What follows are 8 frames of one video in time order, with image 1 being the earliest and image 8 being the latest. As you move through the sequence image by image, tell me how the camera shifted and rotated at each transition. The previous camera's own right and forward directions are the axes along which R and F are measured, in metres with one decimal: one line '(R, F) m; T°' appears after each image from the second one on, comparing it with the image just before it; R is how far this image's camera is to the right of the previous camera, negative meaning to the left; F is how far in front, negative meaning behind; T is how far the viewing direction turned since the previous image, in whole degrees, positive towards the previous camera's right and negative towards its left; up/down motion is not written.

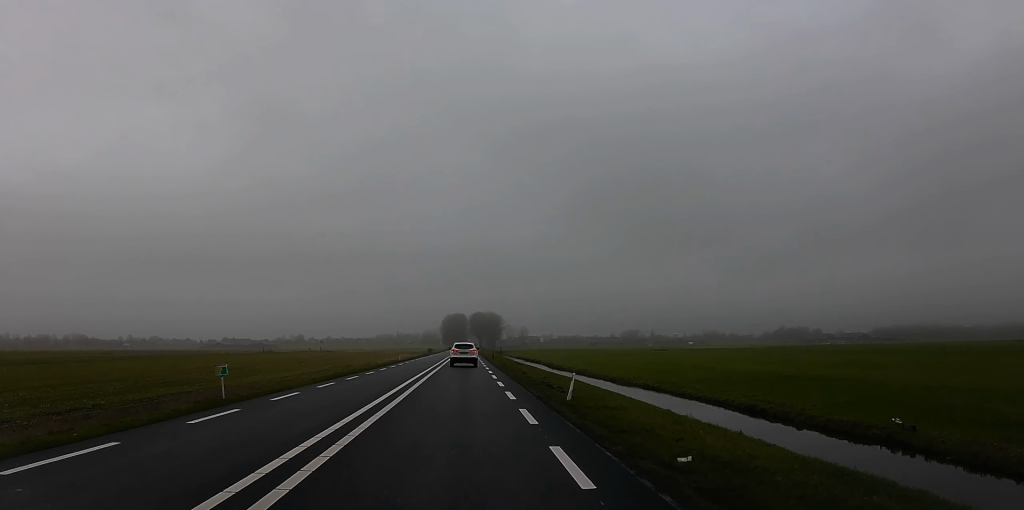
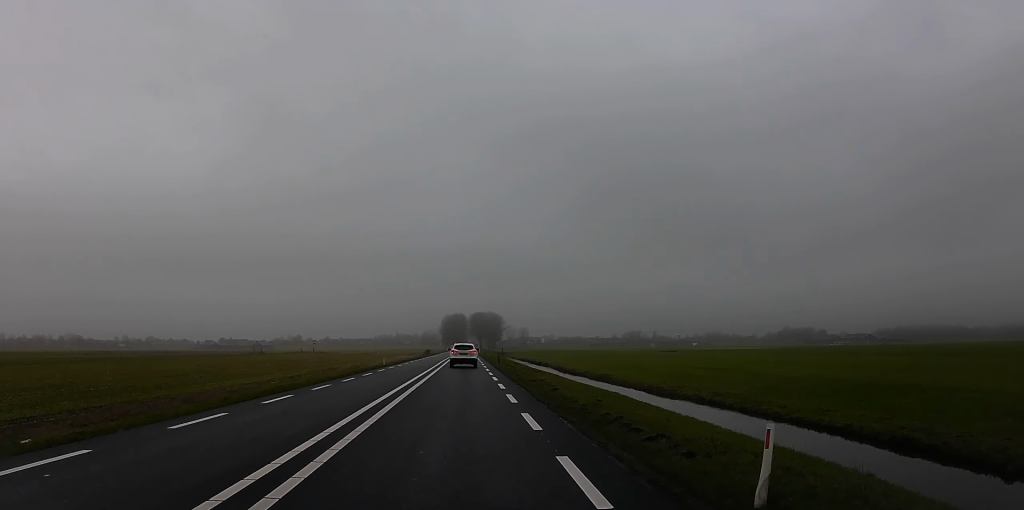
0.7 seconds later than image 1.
(0.0, +13.1) m; 0°
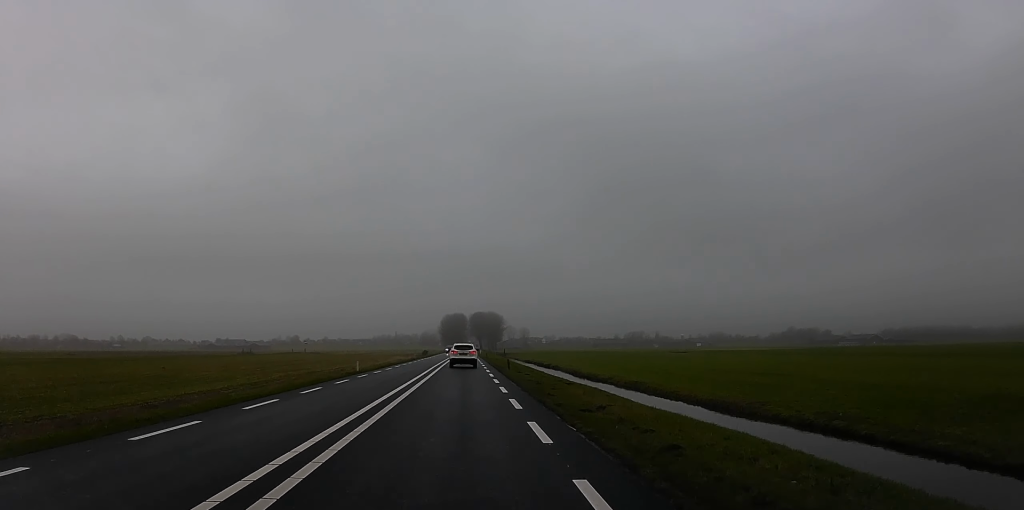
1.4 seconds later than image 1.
(0.0, +13.2) m; 0°
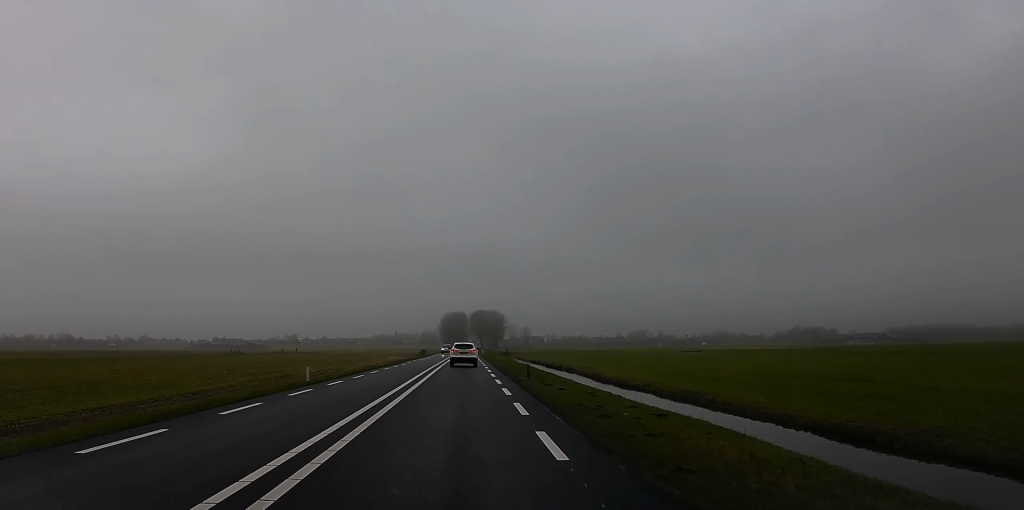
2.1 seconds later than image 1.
(0.0, +14.1) m; 0°
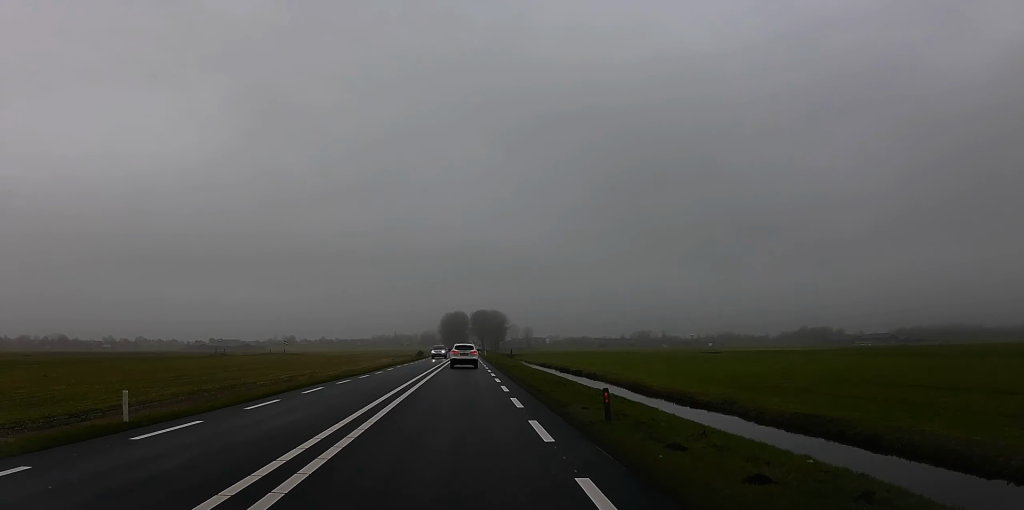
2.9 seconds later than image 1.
(0.0, +16.5) m; 0°
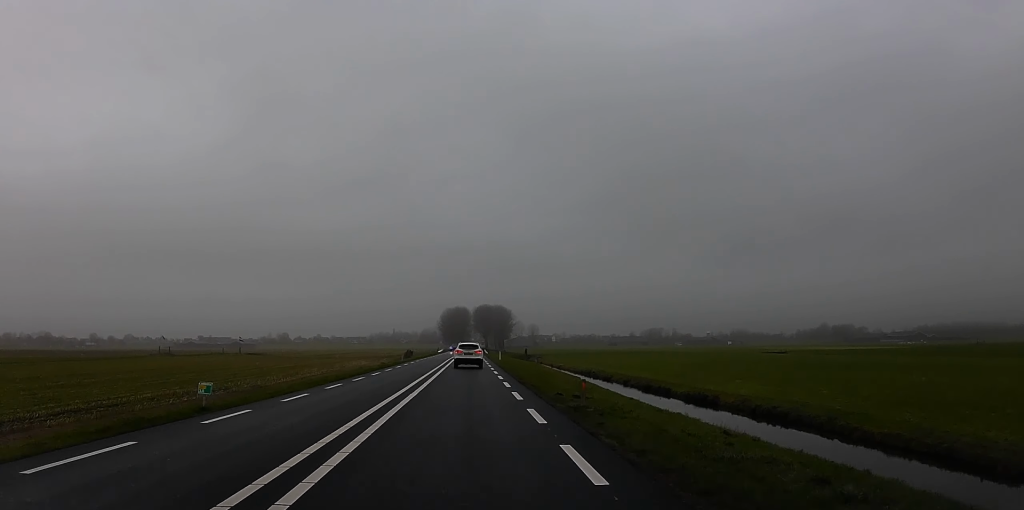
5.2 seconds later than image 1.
(0.0, +45.1) m; 0°
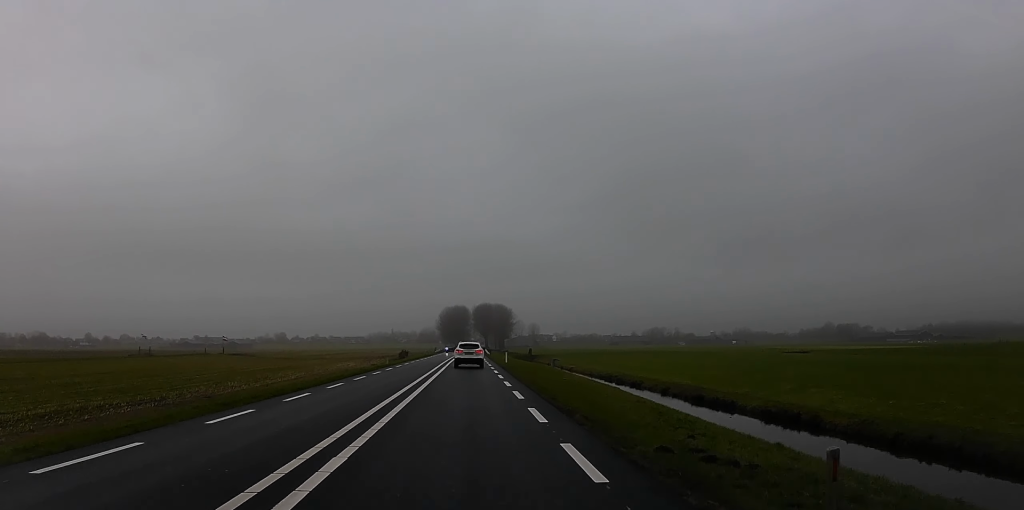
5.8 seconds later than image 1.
(0.0, +11.9) m; 0°
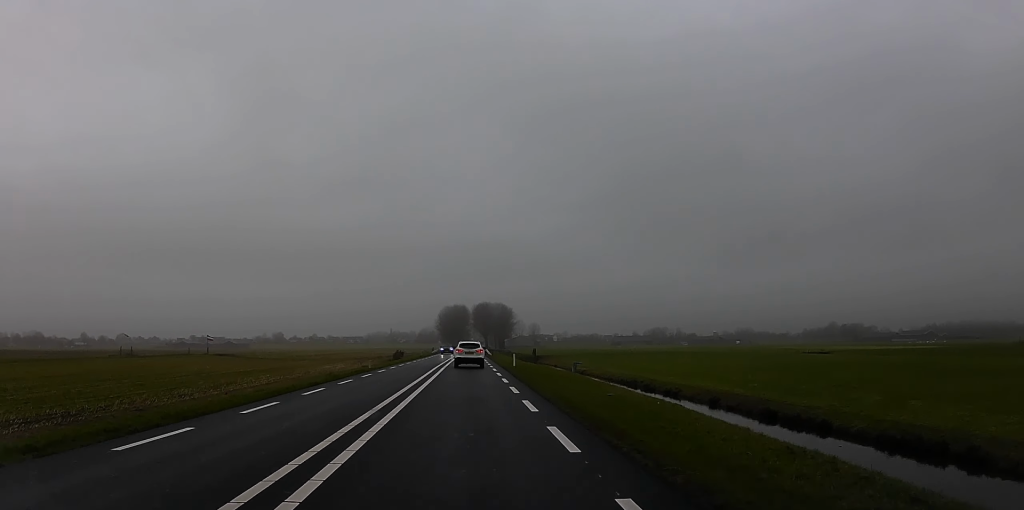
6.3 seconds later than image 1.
(0.0, +10.3) m; 0°
